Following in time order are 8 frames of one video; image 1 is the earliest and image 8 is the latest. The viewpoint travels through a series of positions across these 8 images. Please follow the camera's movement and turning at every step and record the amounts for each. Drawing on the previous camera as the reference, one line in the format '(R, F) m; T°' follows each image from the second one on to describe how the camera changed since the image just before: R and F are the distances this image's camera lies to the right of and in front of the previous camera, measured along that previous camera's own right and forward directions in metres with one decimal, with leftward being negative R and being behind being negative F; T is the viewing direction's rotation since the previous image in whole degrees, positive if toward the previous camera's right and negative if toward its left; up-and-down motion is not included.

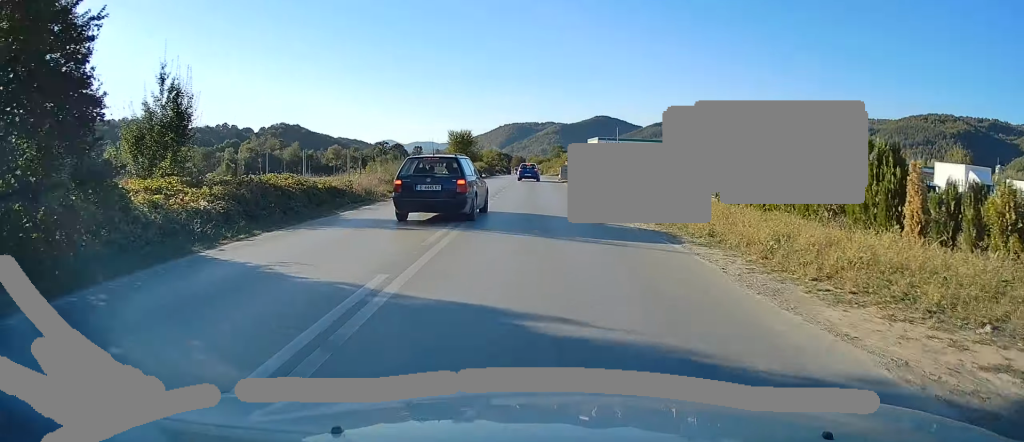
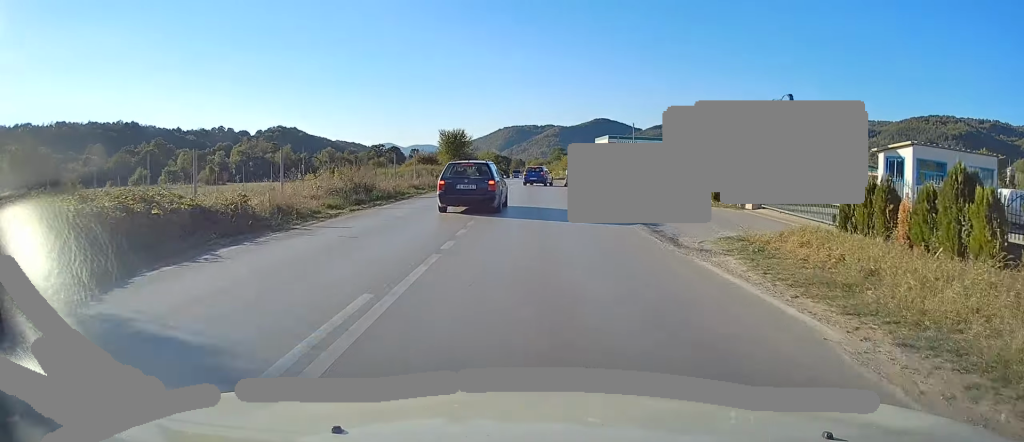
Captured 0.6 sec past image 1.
(-0.1, +10.0) m; 0°
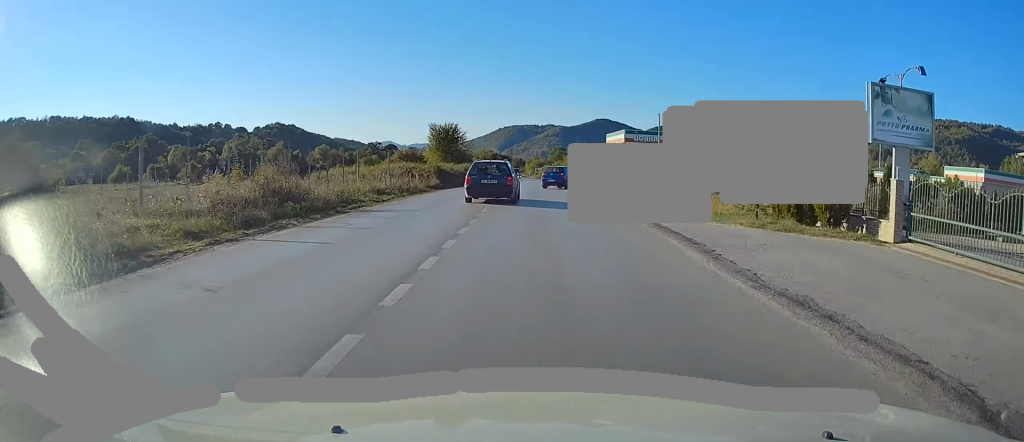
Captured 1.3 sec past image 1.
(-0.1, +10.4) m; 0°
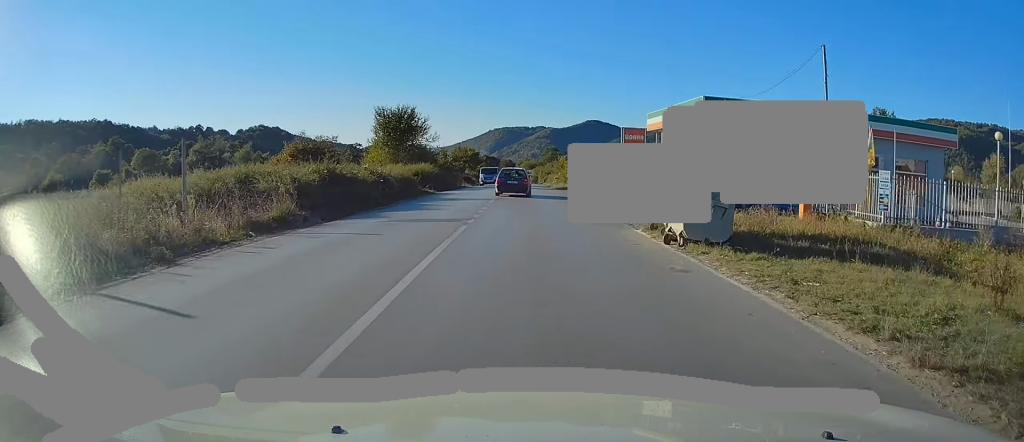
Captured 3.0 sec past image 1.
(+0.4, +26.2) m; +2°
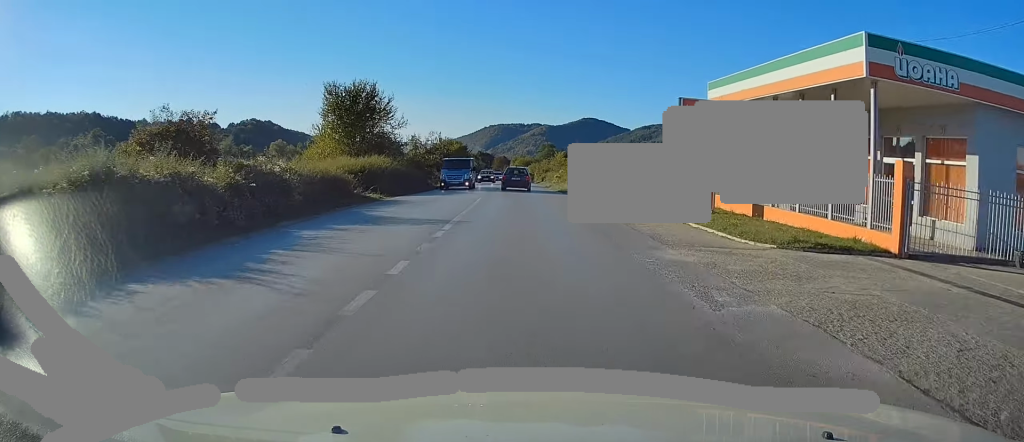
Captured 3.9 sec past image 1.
(+0.1, +14.1) m; 0°
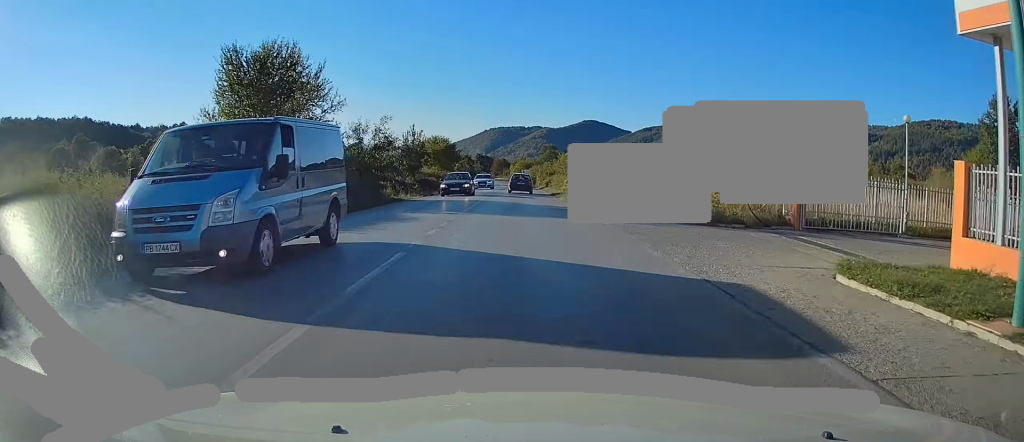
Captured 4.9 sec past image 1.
(-0.1, +15.8) m; 0°
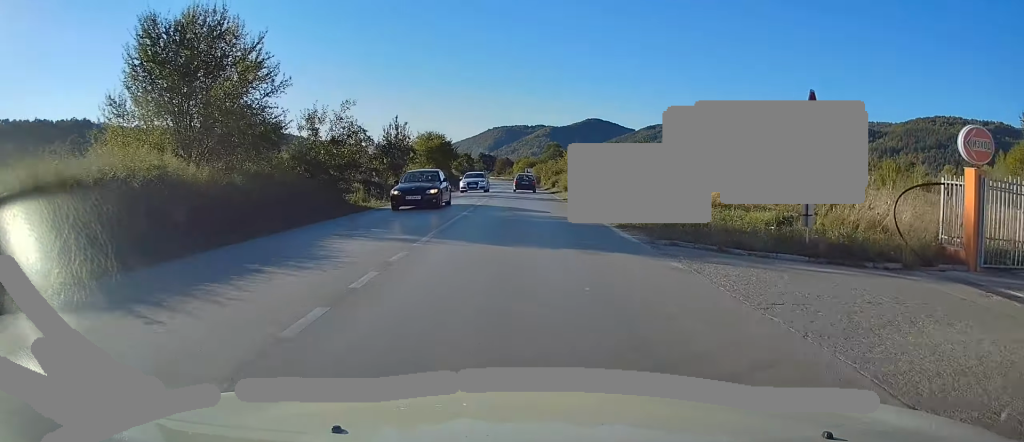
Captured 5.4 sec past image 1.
(0.0, +7.5) m; 0°
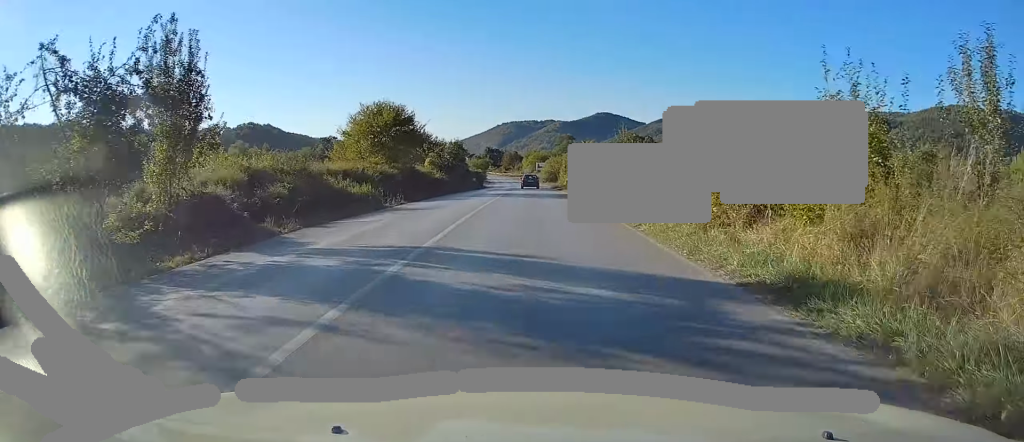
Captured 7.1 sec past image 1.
(+0.1, +28.8) m; 0°
